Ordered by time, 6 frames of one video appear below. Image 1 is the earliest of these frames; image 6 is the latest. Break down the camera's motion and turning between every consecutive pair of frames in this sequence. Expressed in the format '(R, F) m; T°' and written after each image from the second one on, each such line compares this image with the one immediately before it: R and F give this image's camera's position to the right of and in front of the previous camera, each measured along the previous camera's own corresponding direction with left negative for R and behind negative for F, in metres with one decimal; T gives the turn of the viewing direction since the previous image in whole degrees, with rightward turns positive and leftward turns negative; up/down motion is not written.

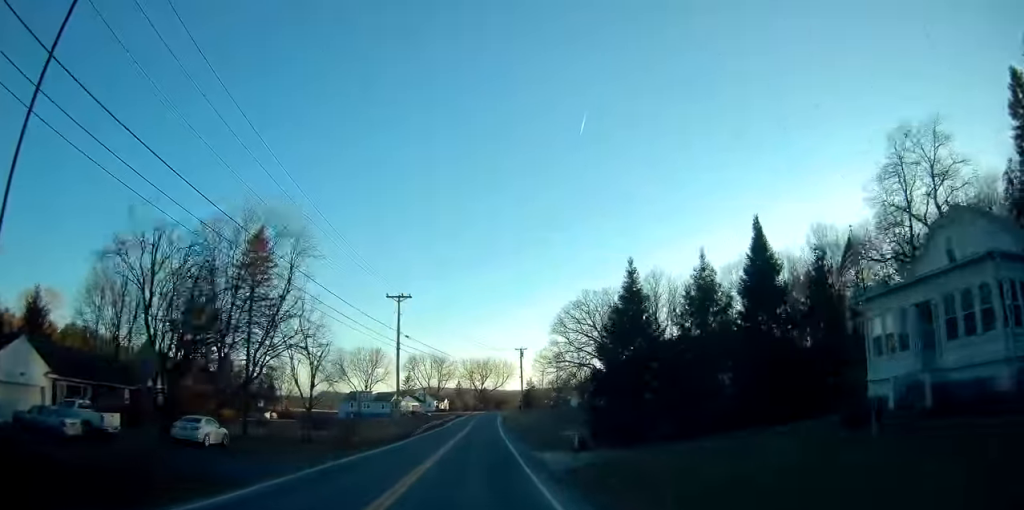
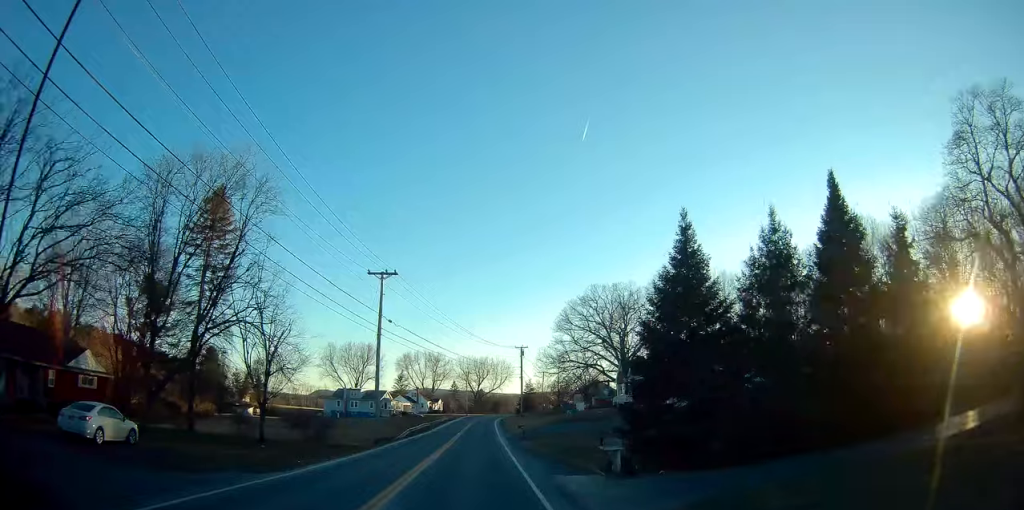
(0.0, +9.1) m; 0°
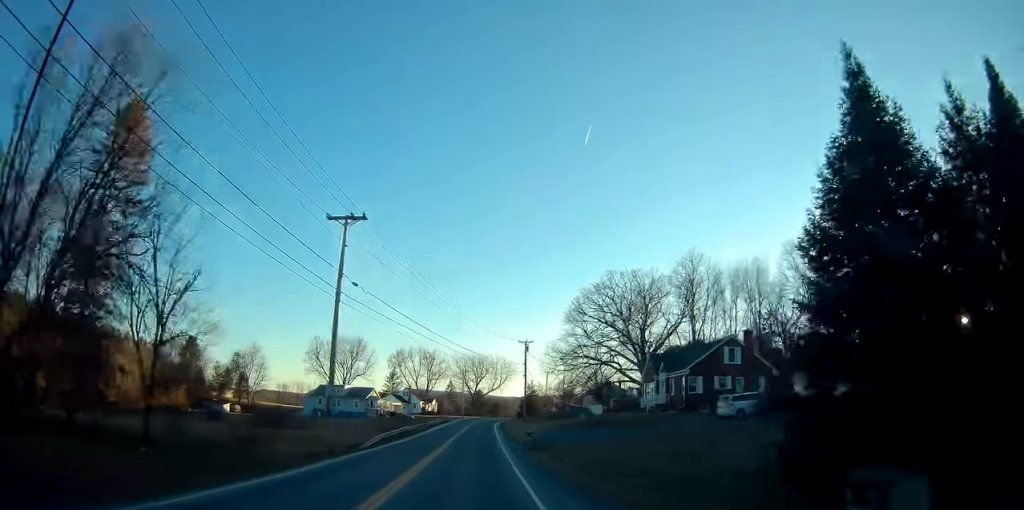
(-0.3, +13.1) m; +1°
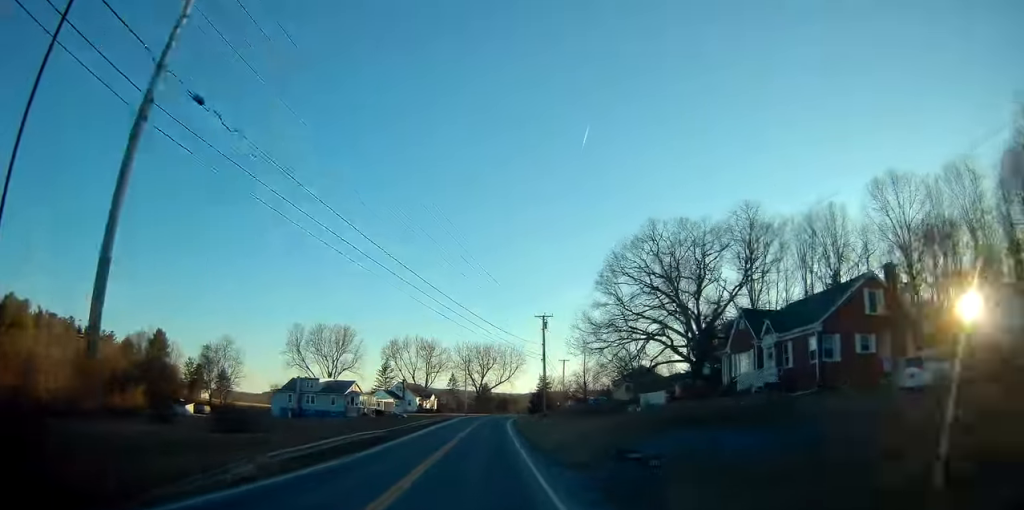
(+0.8, +20.9) m; 0°
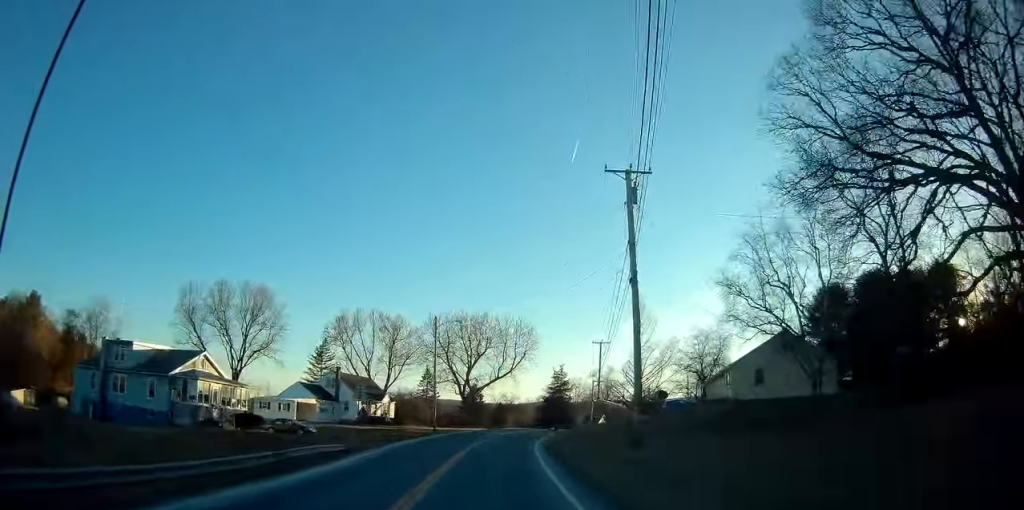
(-0.7, +48.9) m; +1°
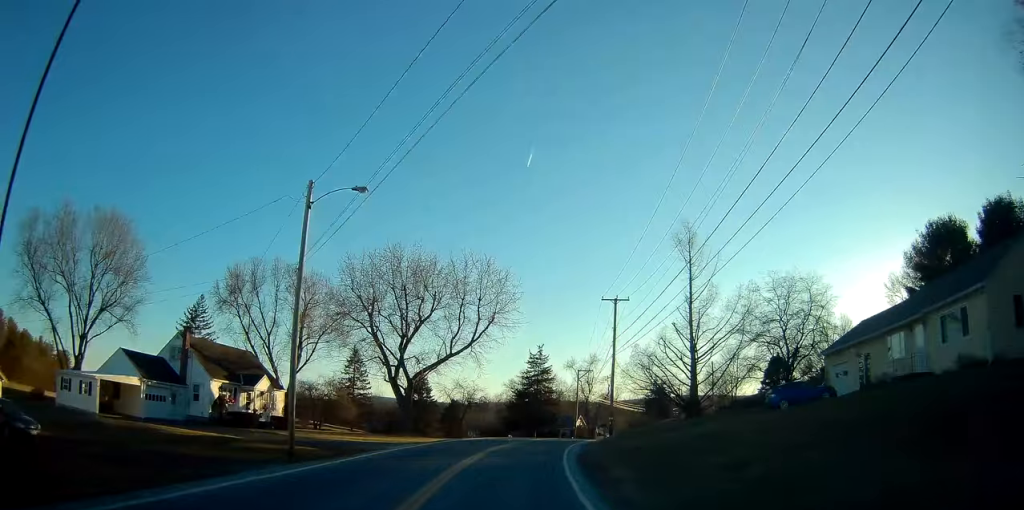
(+0.8, +30.6) m; +6°
